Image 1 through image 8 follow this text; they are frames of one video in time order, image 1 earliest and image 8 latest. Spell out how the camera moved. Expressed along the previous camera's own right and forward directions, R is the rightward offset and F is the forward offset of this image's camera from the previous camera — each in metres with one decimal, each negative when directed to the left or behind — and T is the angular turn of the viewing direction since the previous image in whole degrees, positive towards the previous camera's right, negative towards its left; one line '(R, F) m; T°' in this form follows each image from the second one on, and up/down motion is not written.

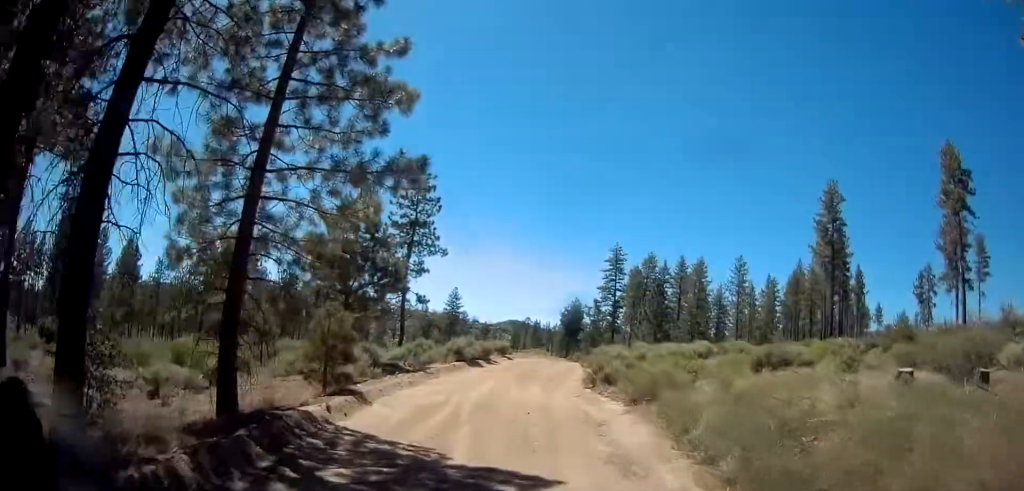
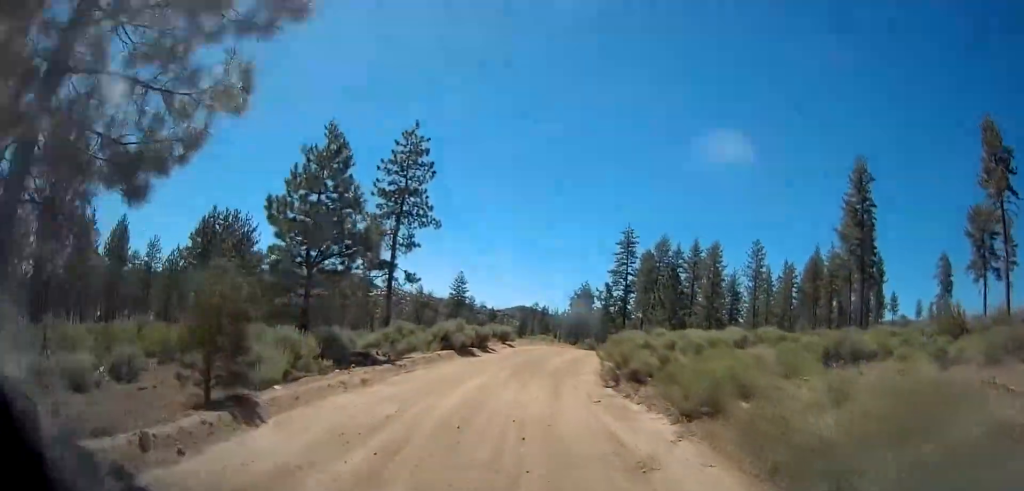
(+0.1, +6.1) m; +3°
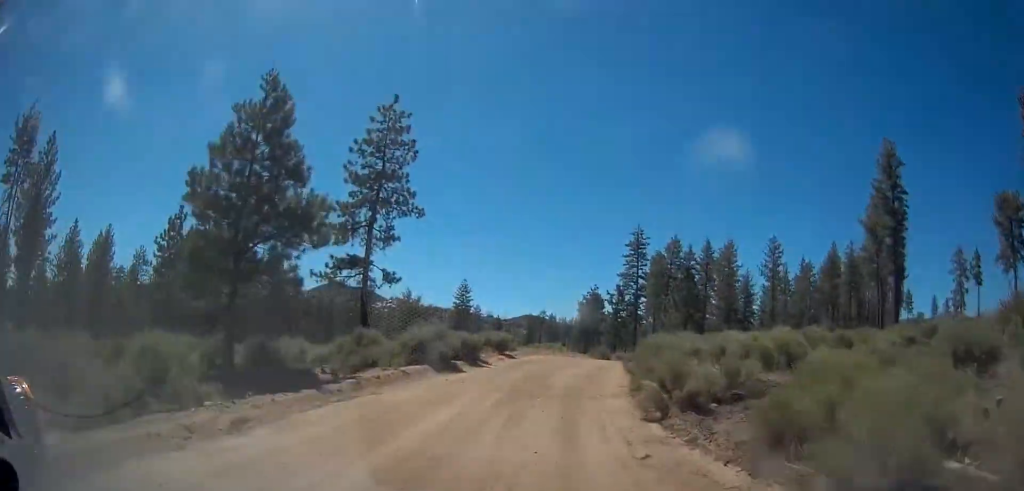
(+0.3, +6.4) m; -2°
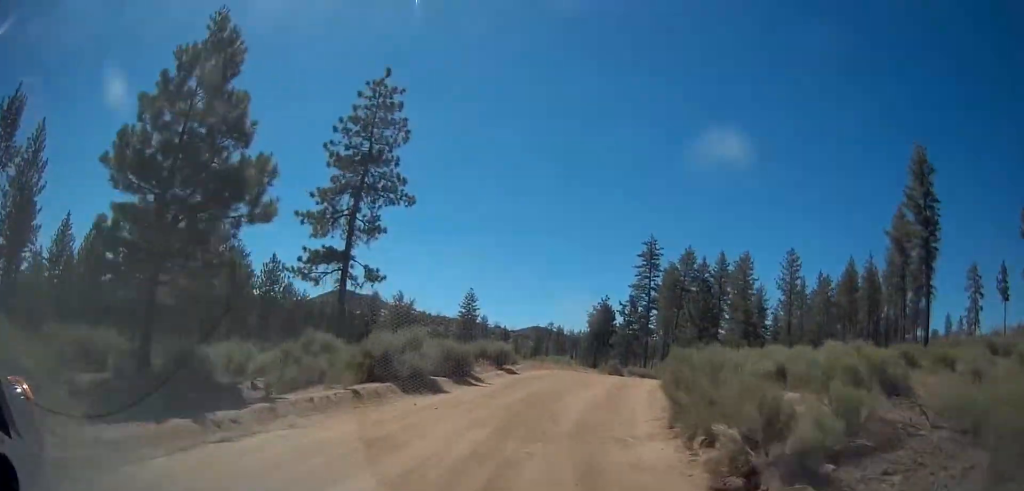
(-0.4, +4.8) m; -1°
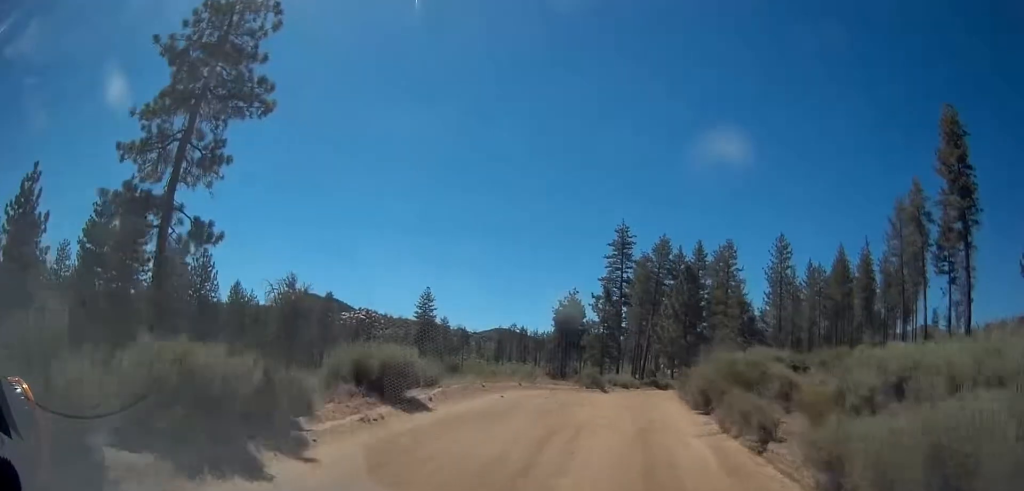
(-0.2, +12.8) m; +1°
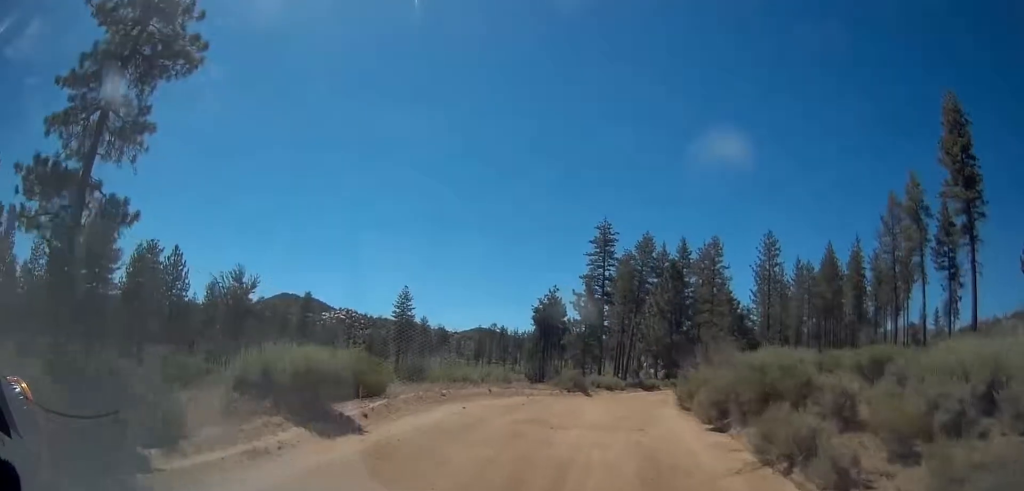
(-0.3, +3.7) m; +2°
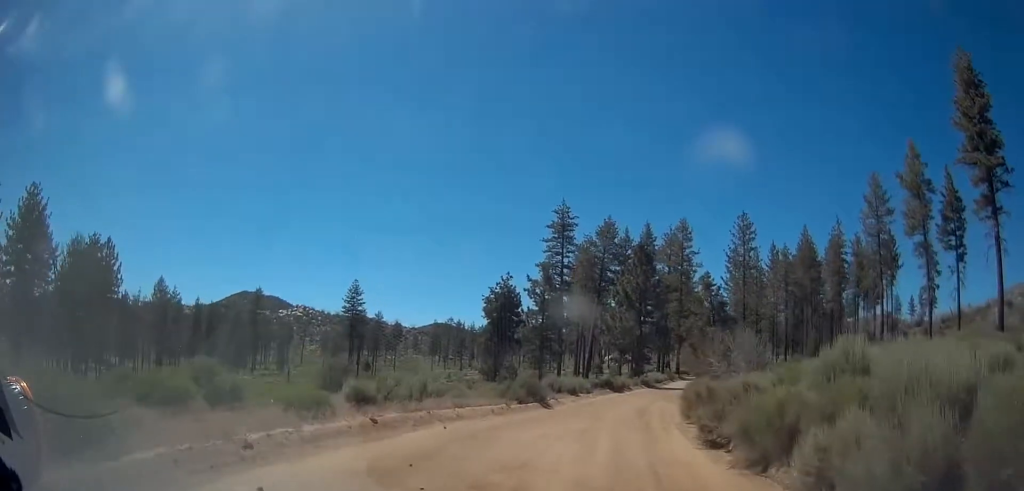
(+1.1, +8.7) m; +5°
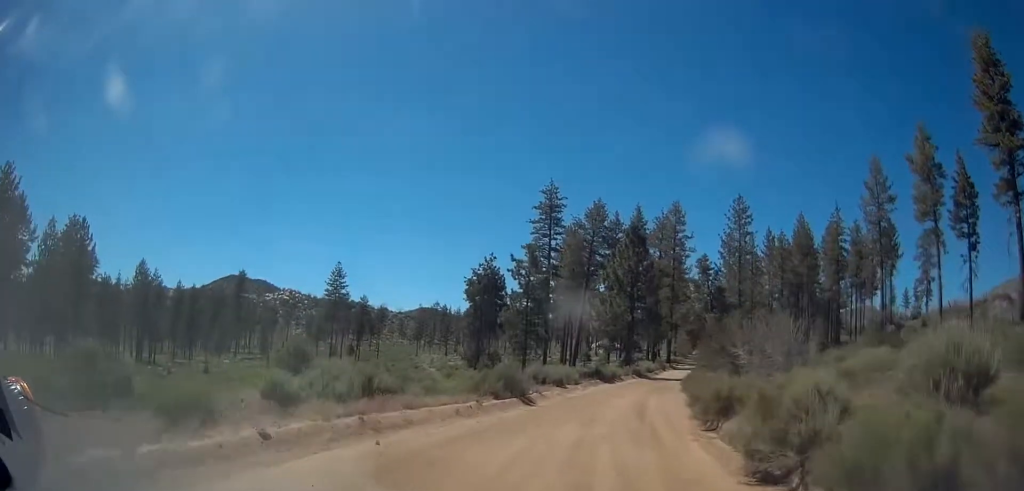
(-0.2, +4.1) m; -1°
